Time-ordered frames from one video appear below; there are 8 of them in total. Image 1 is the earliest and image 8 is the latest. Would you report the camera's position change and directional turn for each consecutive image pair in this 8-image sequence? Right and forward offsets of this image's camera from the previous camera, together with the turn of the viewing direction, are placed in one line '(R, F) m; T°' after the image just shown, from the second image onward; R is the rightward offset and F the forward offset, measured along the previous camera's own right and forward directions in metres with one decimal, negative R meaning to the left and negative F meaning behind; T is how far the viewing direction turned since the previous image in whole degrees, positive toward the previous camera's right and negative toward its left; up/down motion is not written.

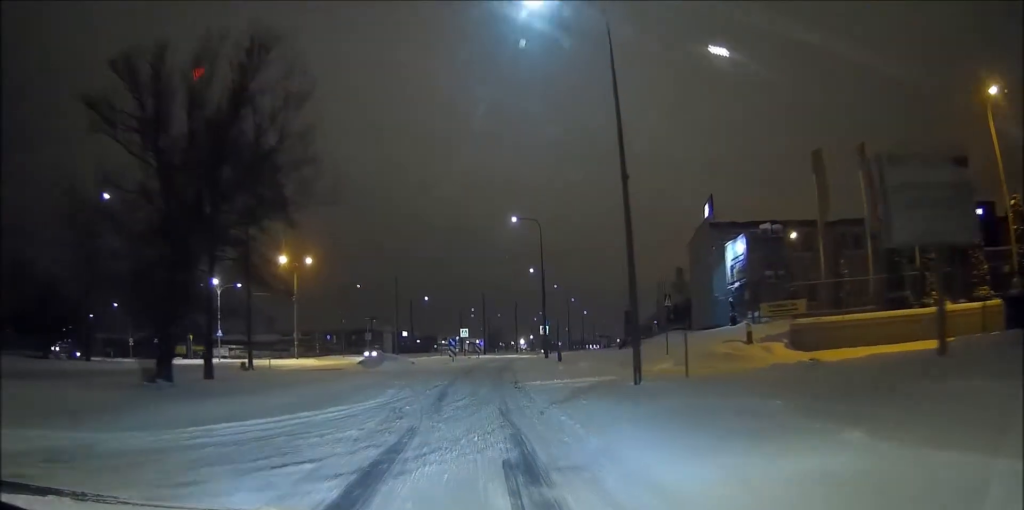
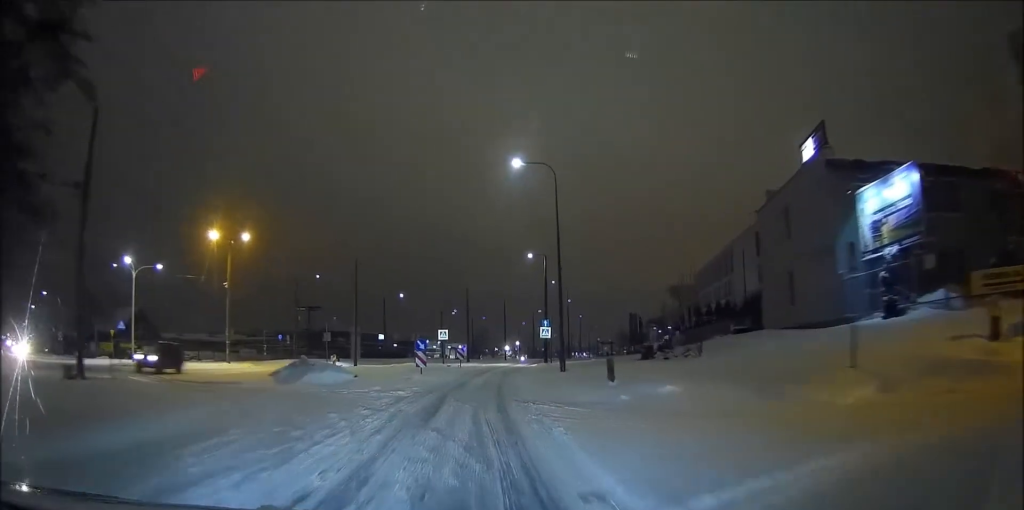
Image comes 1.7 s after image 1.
(+0.3, +16.1) m; +2°
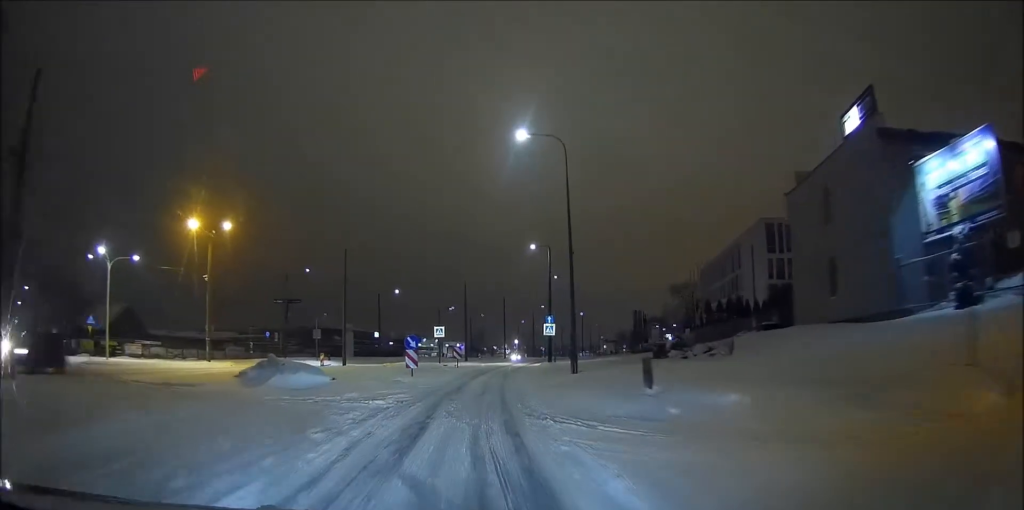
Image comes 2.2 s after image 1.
(0.0, +4.1) m; 0°
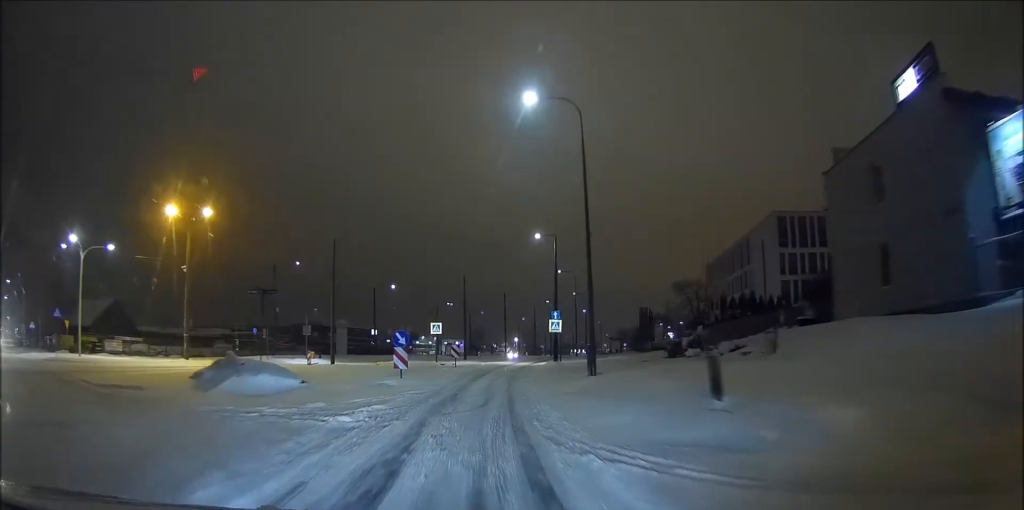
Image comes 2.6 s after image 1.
(0.0, +4.1) m; 0°
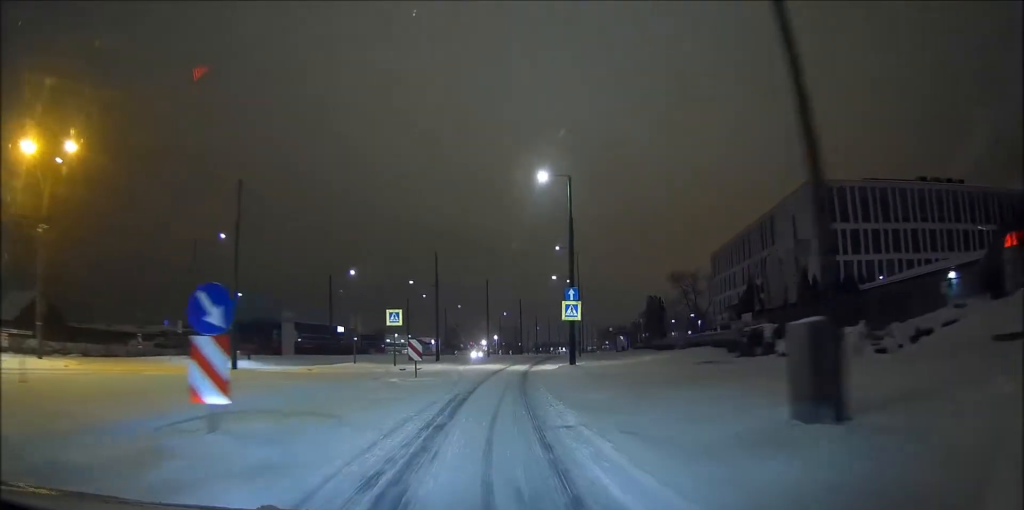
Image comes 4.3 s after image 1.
(+0.3, +16.5) m; +1°
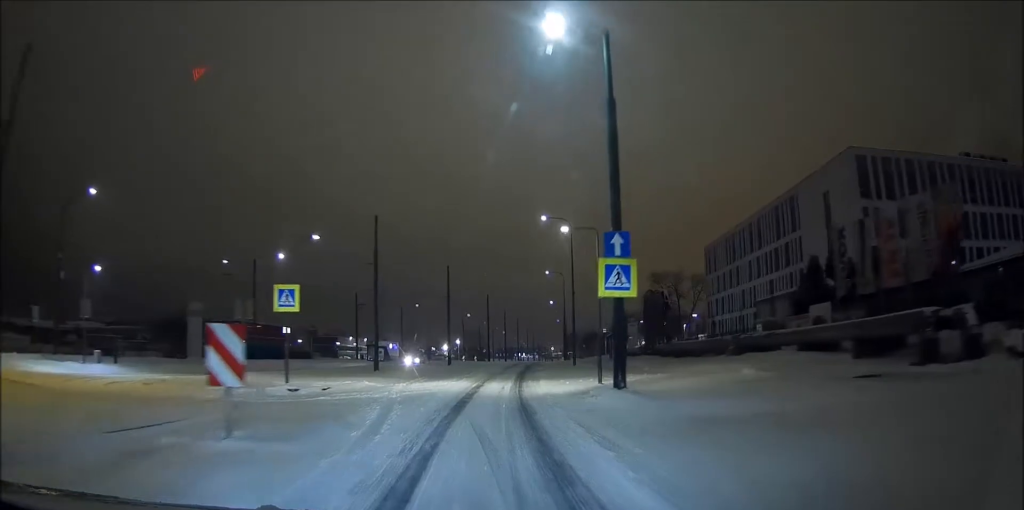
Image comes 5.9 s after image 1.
(0.0, +16.5) m; +1°
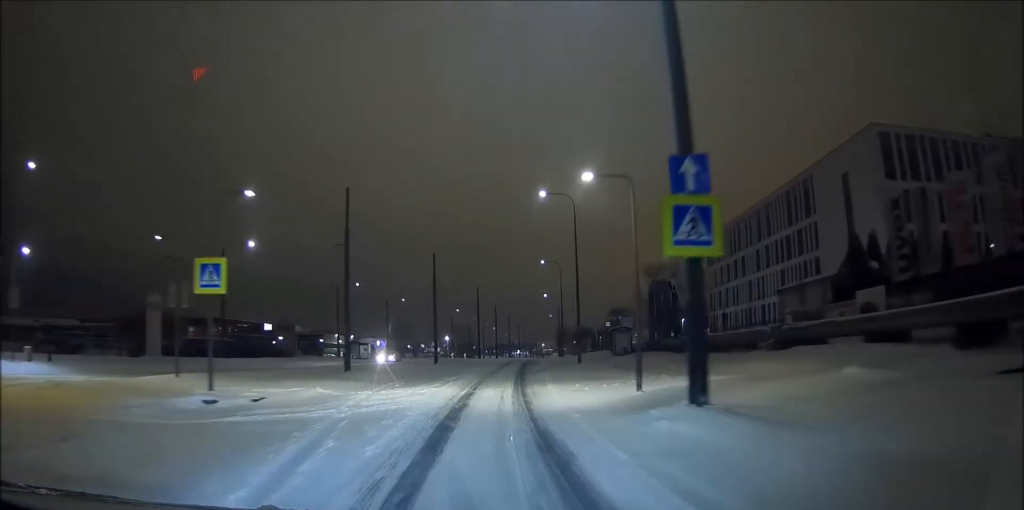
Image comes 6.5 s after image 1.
(0.0, +6.2) m; +1°
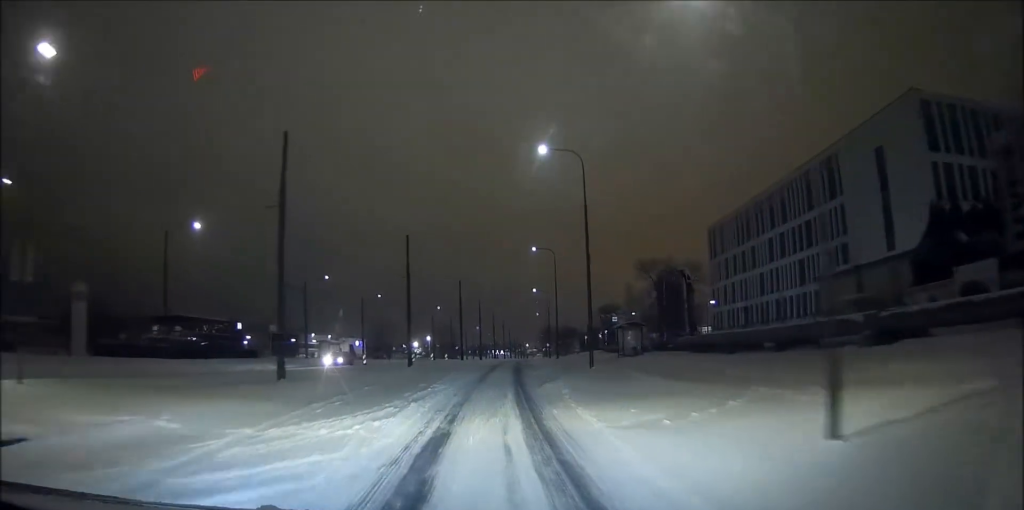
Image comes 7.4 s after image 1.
(0.0, +9.1) m; +1°
